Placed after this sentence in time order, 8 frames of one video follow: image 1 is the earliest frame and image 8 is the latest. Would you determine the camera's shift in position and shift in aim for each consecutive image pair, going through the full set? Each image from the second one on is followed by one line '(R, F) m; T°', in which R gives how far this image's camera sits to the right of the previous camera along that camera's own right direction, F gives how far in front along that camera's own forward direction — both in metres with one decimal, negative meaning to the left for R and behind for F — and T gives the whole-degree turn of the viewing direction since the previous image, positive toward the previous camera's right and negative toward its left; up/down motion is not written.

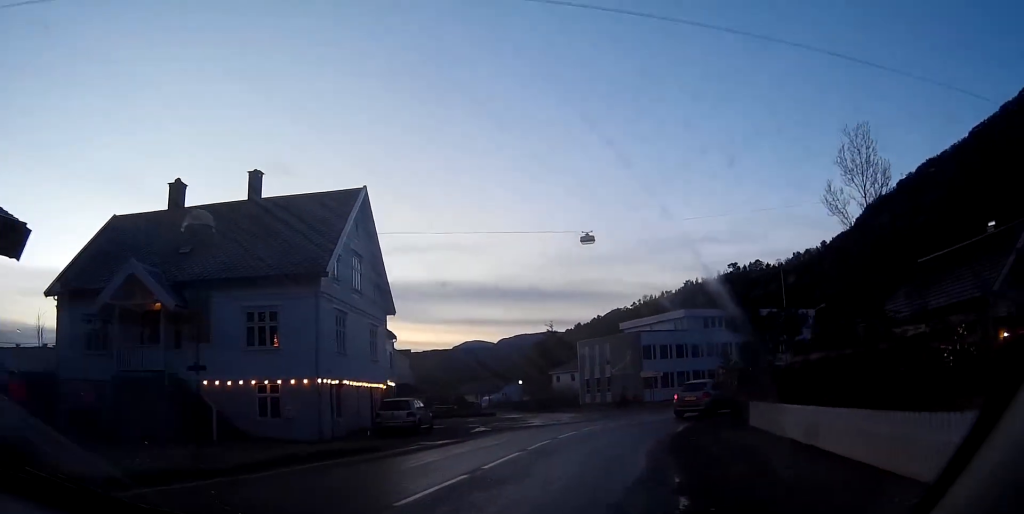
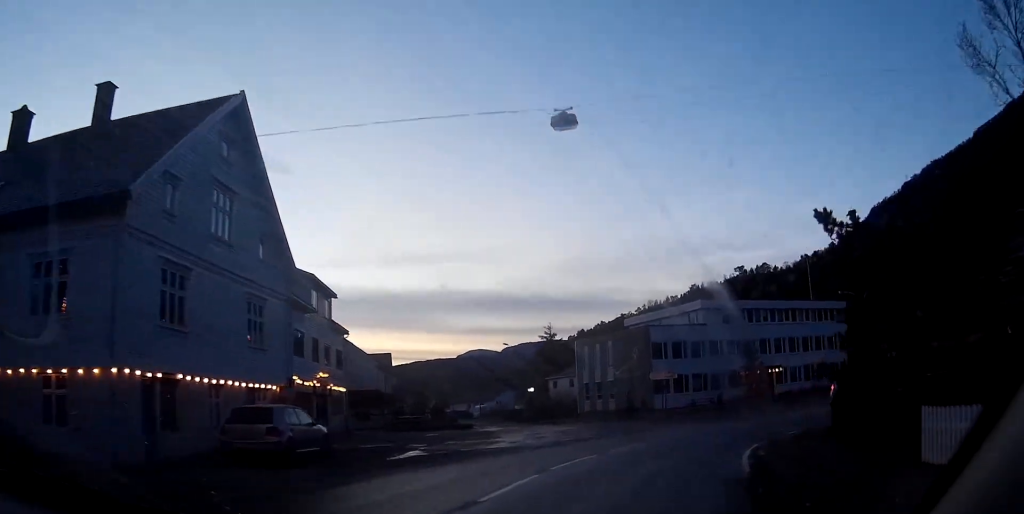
(-0.1, +10.9) m; +3°
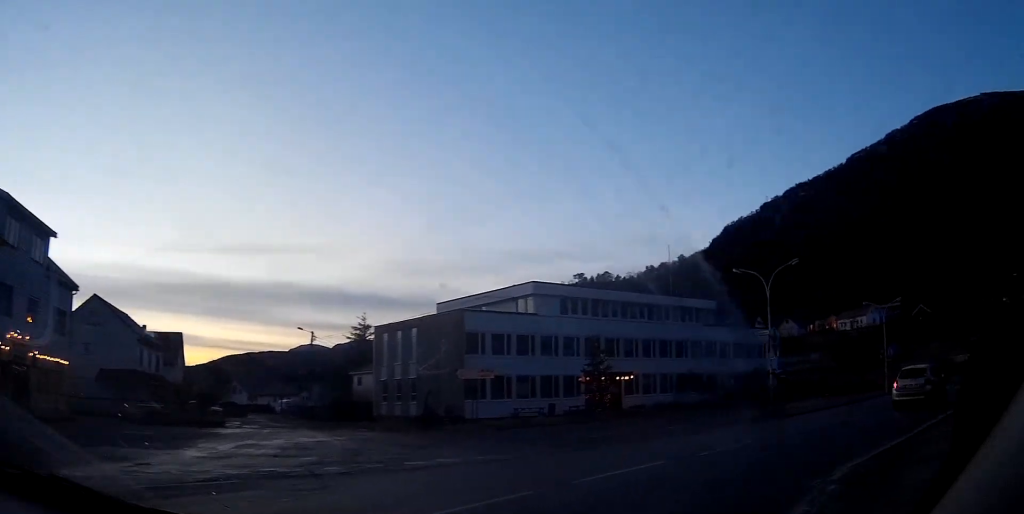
(+1.0, +12.5) m; +16°
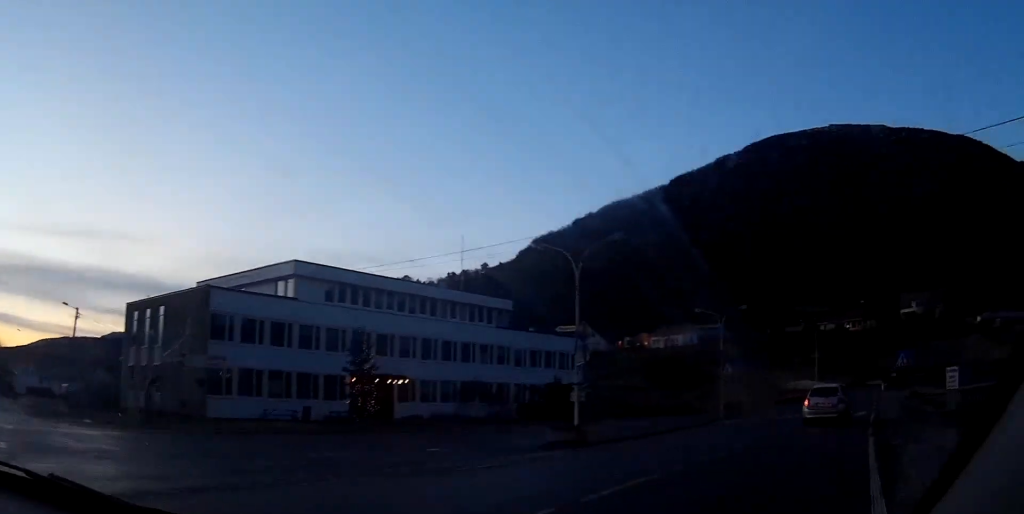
(+1.2, +8.0) m; +14°
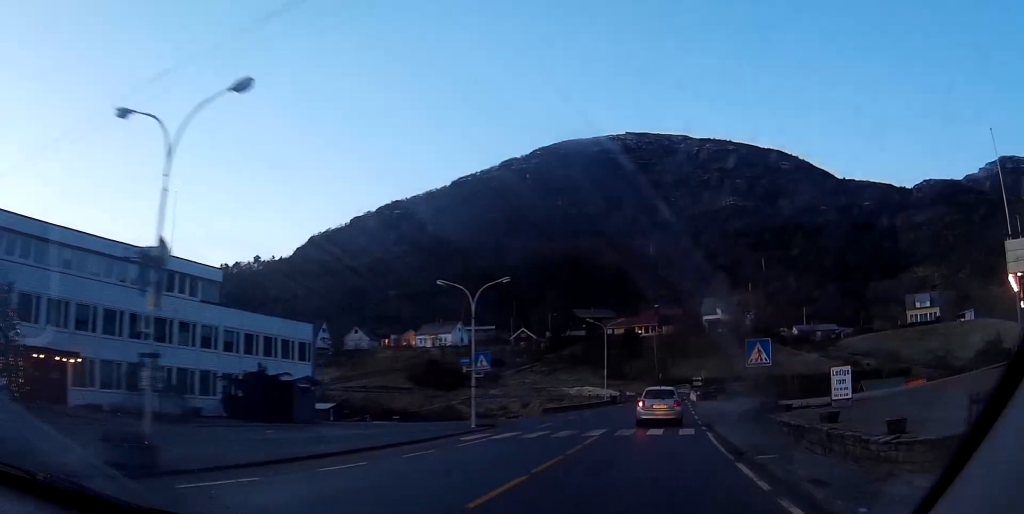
(+1.6, +12.0) m; +13°
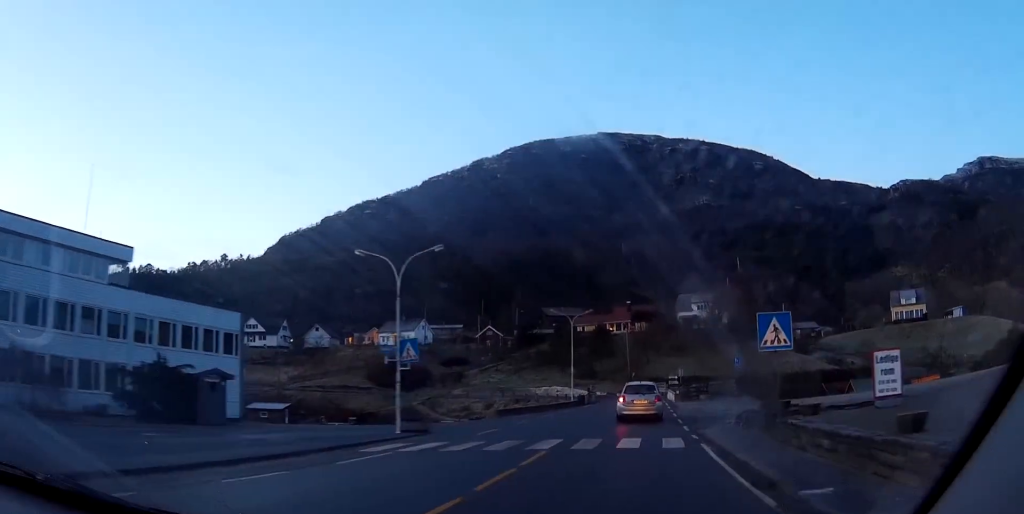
(+0.4, +6.9) m; +5°
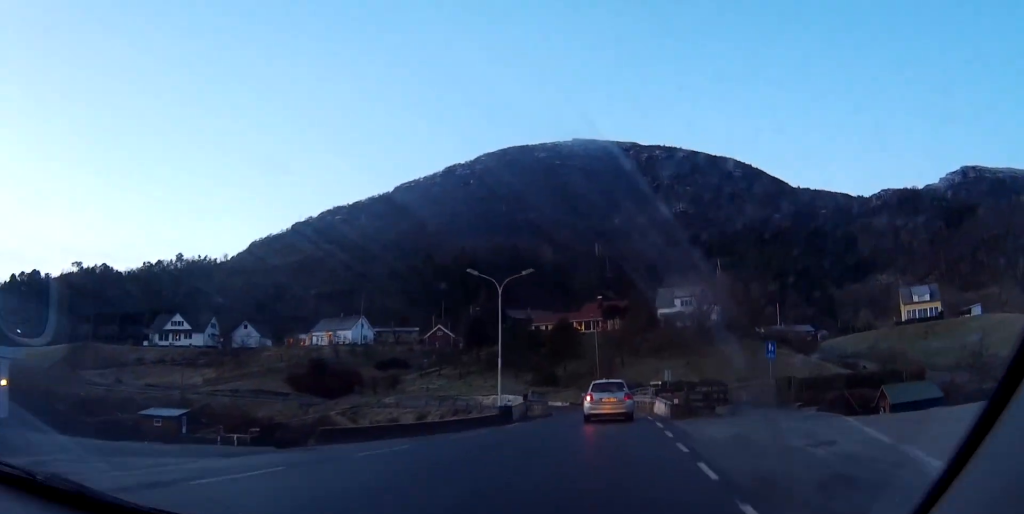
(+0.9, +23.3) m; -1°
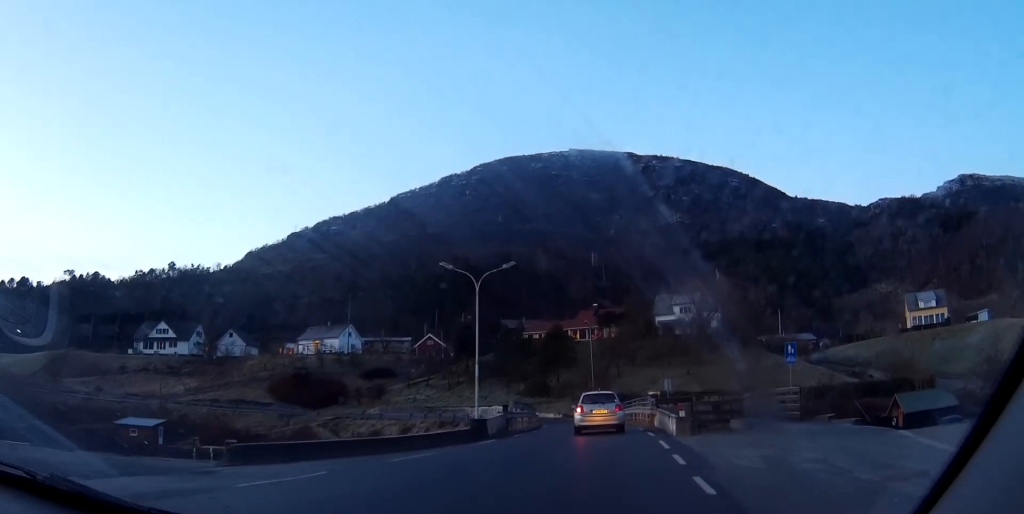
(-0.1, +5.0) m; -1°
